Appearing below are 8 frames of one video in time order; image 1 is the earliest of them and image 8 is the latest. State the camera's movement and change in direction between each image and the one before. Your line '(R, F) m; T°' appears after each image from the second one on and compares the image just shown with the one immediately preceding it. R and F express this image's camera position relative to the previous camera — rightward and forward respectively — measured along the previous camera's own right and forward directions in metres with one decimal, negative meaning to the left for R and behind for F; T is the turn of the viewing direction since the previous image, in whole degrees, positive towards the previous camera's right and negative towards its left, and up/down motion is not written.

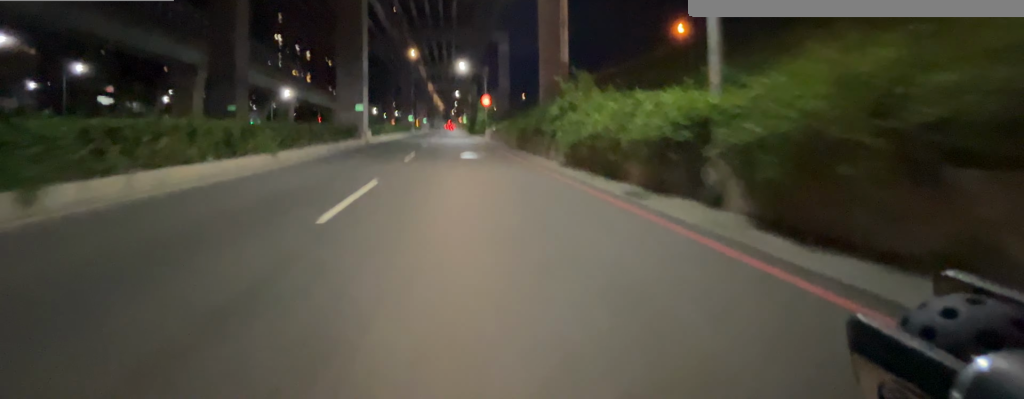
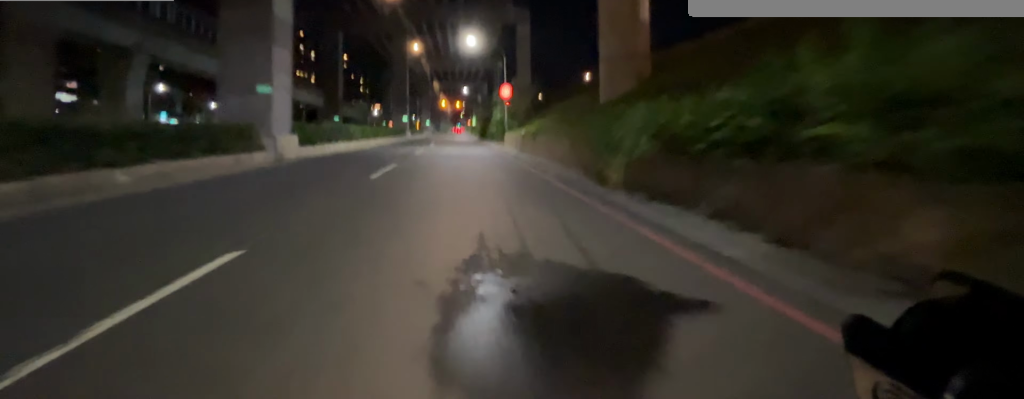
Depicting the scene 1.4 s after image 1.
(-0.3, +17.4) m; -1°
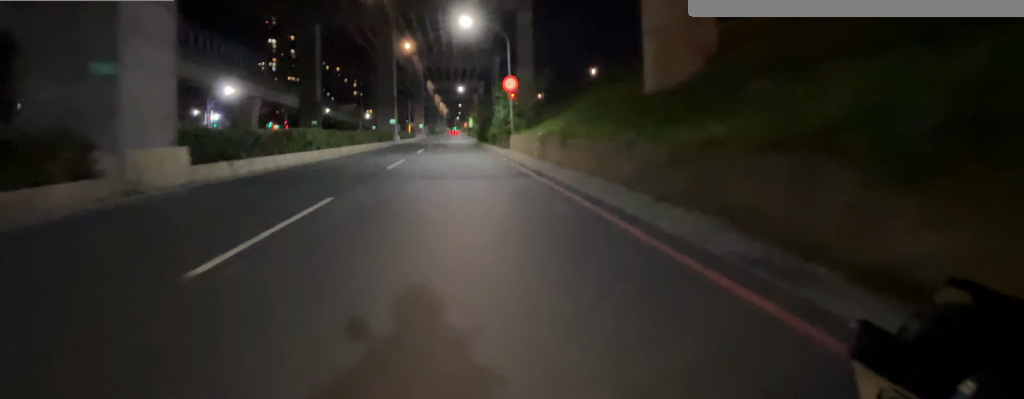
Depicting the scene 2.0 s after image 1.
(0.0, +7.9) m; 0°
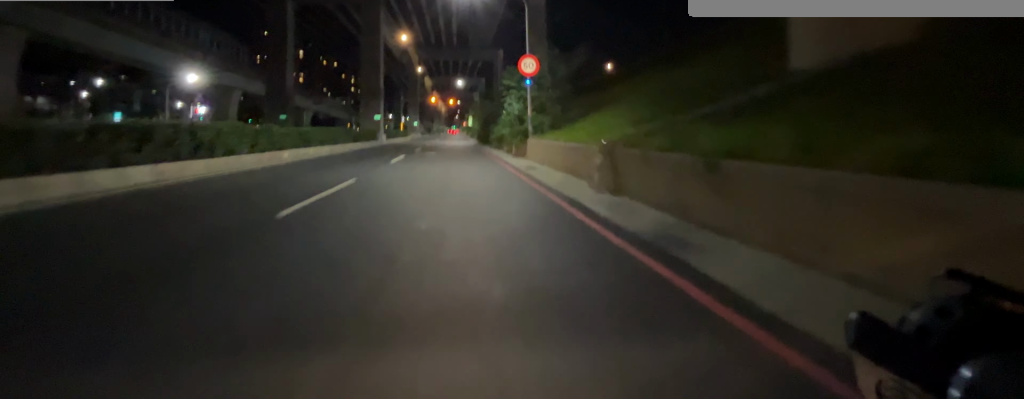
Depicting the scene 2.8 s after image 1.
(+0.1, +9.3) m; 0°
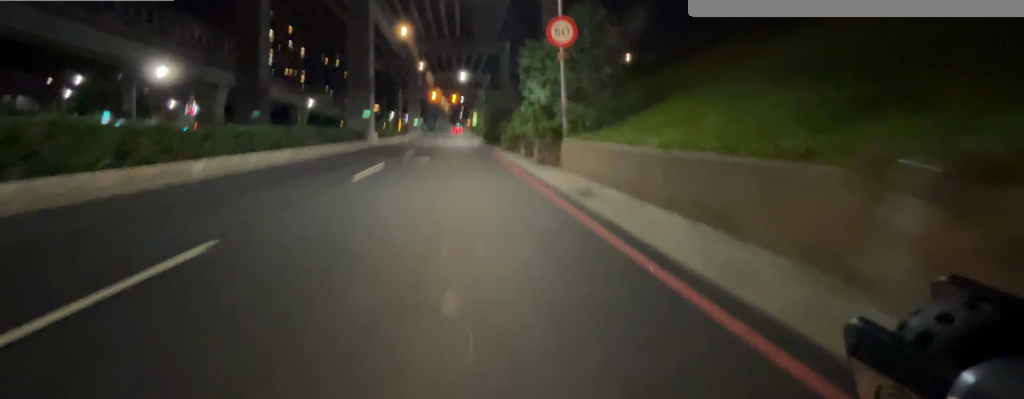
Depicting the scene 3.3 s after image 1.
(-0.1, +6.6) m; 0°
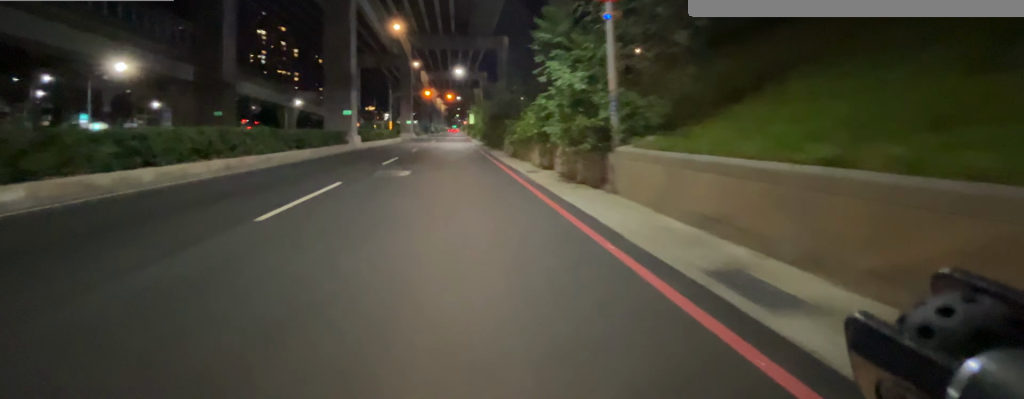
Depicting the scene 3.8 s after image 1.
(-0.1, +4.9) m; 0°
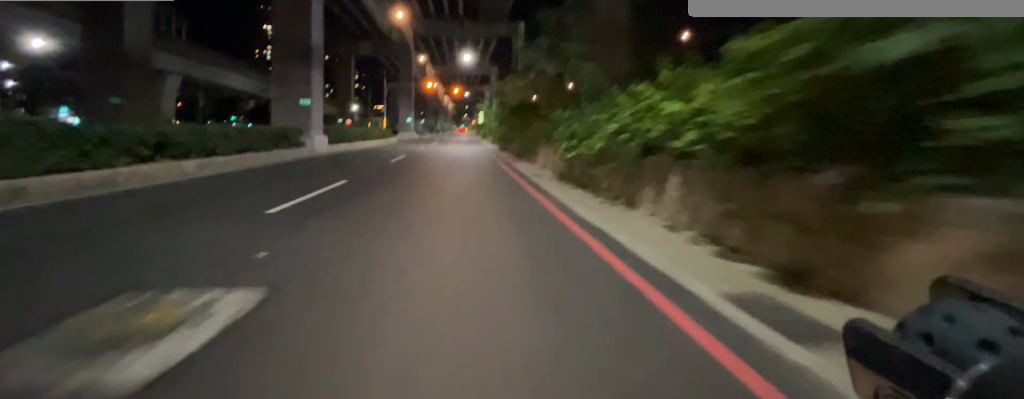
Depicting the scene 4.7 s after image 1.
(+0.1, +9.3) m; +1°
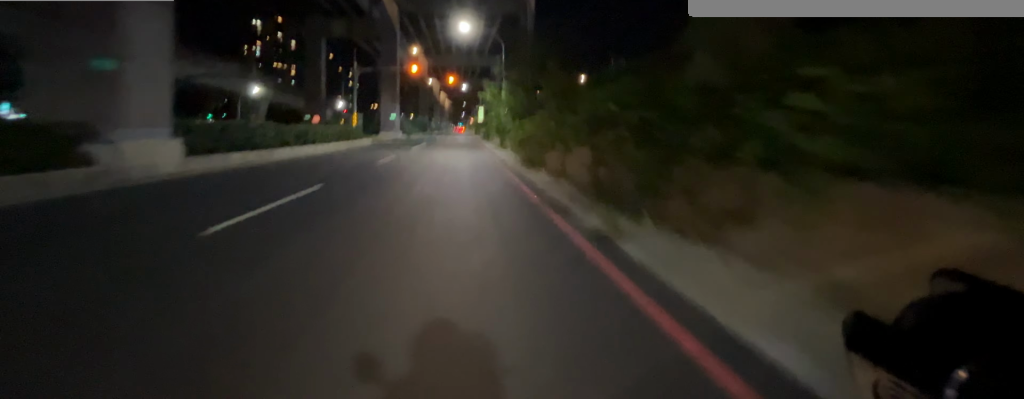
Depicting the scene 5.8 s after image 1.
(0.0, +10.5) m; 0°
